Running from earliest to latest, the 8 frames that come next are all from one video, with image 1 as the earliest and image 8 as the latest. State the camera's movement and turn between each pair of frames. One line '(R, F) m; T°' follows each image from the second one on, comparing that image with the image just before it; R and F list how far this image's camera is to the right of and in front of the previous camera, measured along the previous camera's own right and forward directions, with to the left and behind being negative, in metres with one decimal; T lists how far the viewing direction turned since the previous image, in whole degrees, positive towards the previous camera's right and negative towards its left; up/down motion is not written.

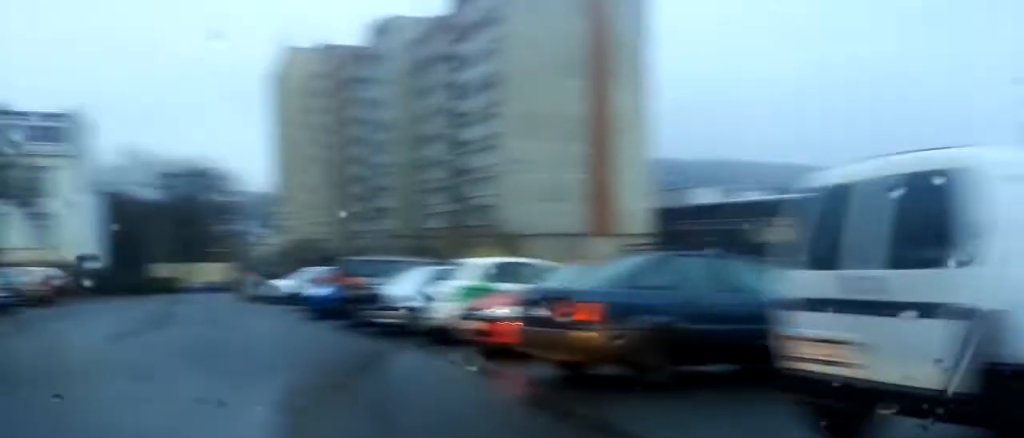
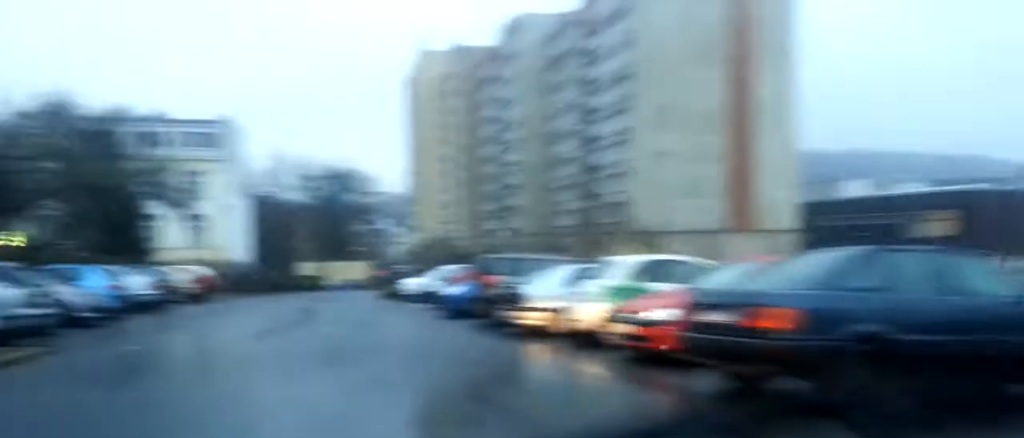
(+0.1, +0.8) m; -8°
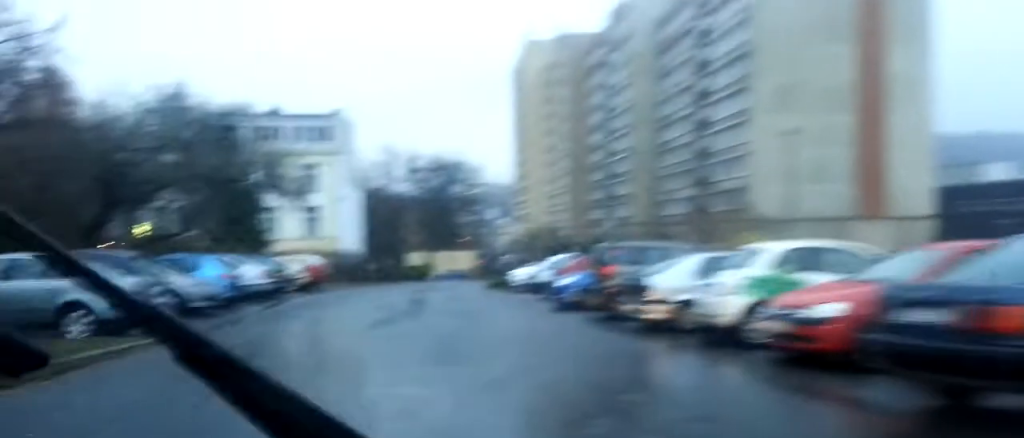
(-0.2, +1.0) m; -5°
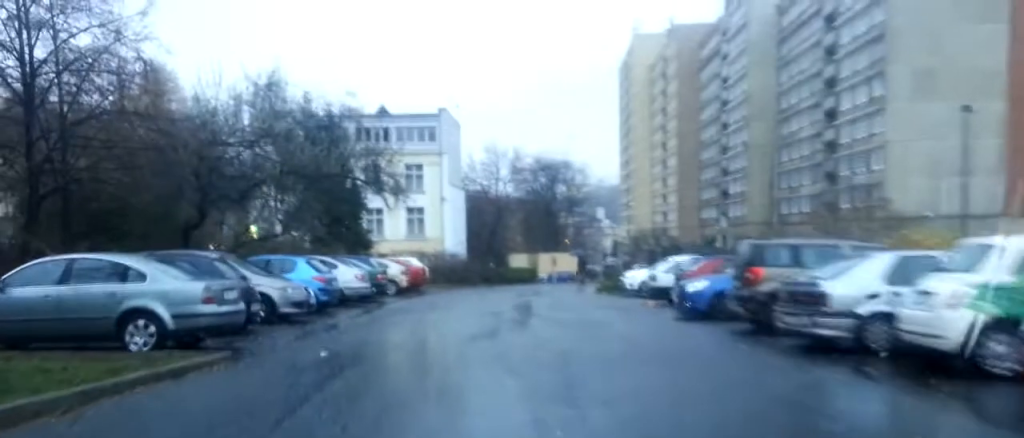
(-0.2, +2.1) m; -7°
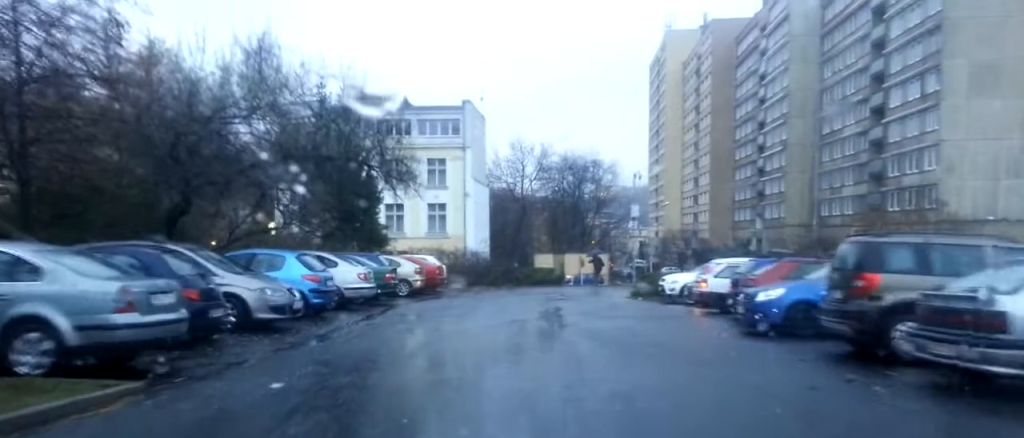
(0.0, +3.1) m; +1°
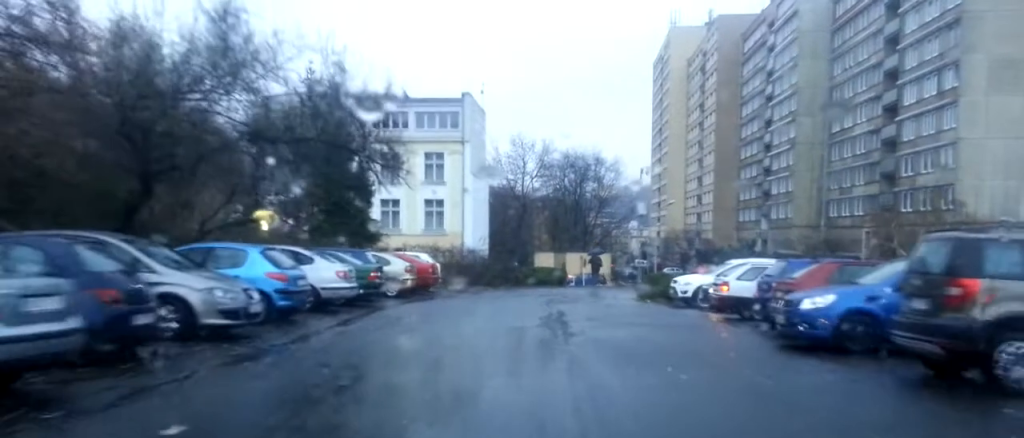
(0.0, +2.2) m; +3°
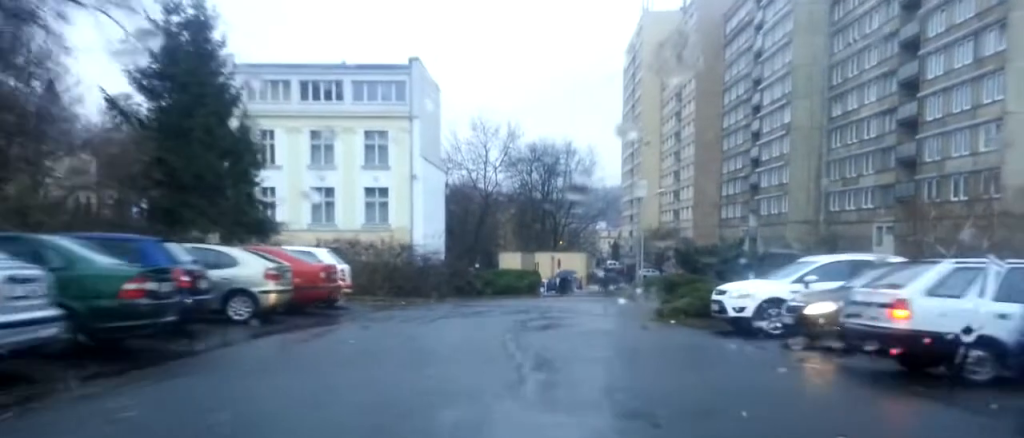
(+0.3, +10.9) m; +3°
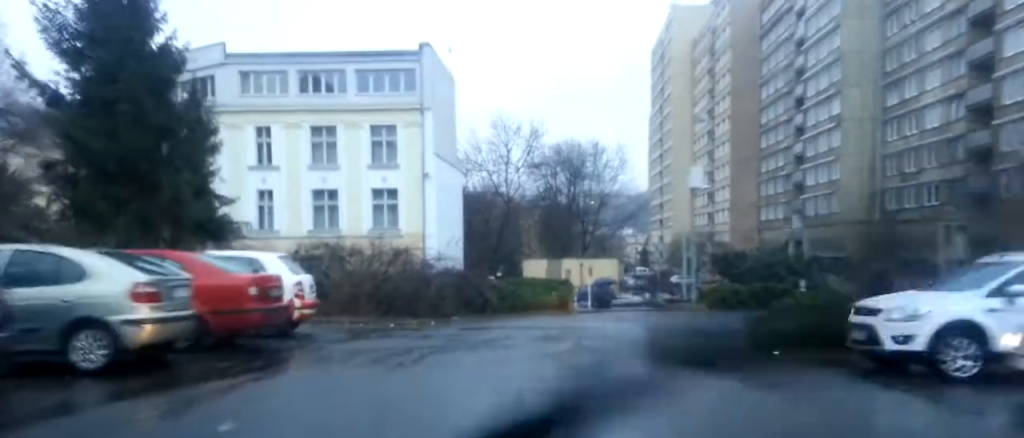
(0.0, +6.0) m; 0°
